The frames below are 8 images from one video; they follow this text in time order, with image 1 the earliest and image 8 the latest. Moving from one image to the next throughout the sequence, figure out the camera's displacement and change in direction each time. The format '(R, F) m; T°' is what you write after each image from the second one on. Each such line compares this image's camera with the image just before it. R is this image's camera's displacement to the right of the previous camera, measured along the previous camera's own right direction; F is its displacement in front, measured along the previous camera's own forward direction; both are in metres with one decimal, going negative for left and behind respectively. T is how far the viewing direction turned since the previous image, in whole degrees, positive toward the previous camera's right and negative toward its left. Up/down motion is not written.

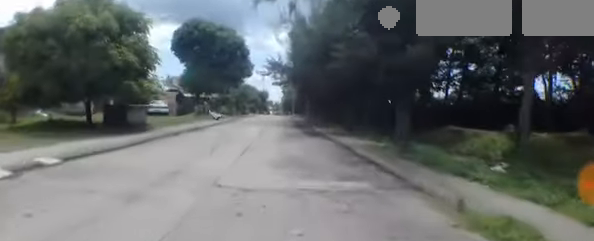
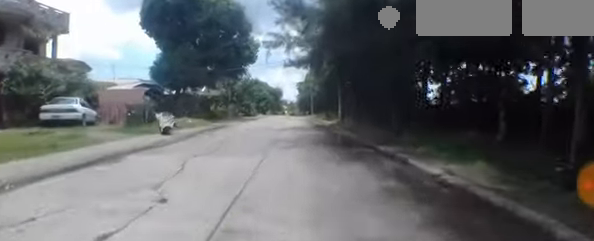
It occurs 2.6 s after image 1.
(-0.4, +13.3) m; -2°
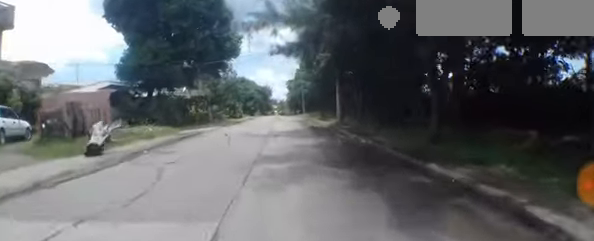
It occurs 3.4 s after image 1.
(0.0, +3.7) m; -1°
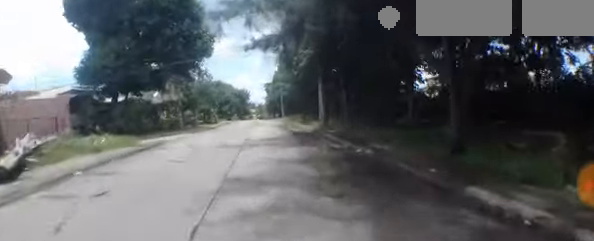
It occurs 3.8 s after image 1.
(0.0, +1.9) m; 0°
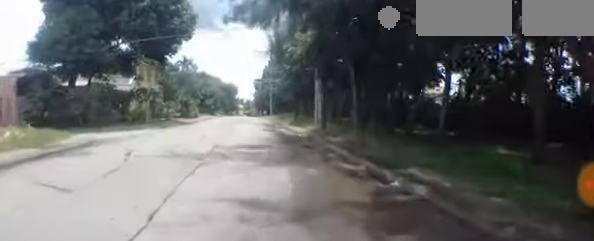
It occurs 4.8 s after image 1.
(0.0, +4.0) m; +1°
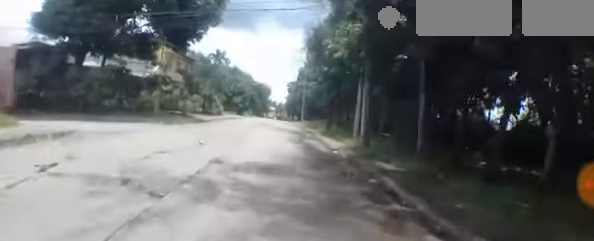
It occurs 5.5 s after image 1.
(0.0, +3.7) m; +1°
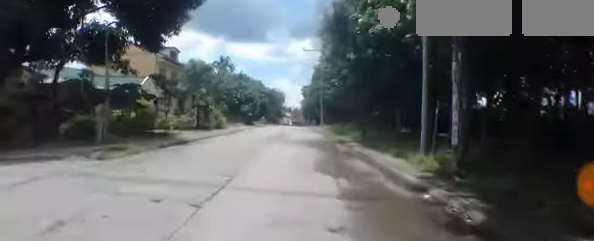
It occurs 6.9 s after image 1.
(-0.1, +6.9) m; -3°
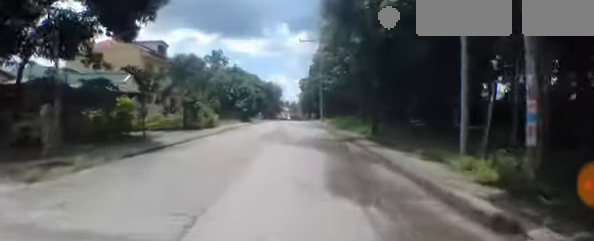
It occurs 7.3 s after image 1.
(-0.1, +2.5) m; -1°
